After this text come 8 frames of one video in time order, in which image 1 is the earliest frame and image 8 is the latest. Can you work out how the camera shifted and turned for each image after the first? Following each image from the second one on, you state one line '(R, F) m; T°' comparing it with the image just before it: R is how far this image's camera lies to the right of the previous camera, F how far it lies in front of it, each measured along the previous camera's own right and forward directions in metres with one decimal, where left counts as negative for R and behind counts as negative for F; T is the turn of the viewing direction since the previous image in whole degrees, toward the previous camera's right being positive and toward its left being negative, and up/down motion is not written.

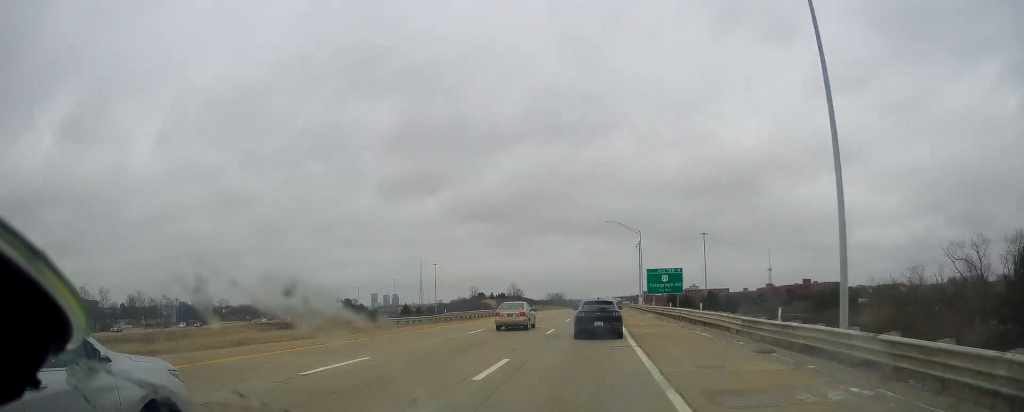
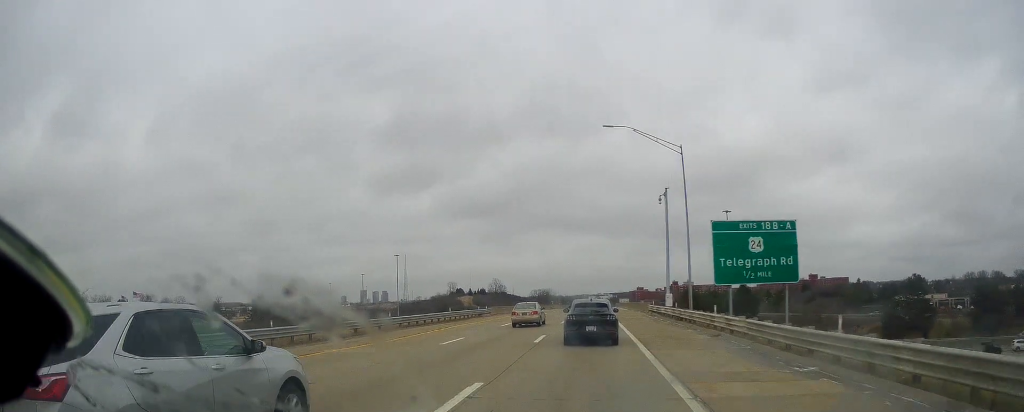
(0.0, +50.7) m; 0°
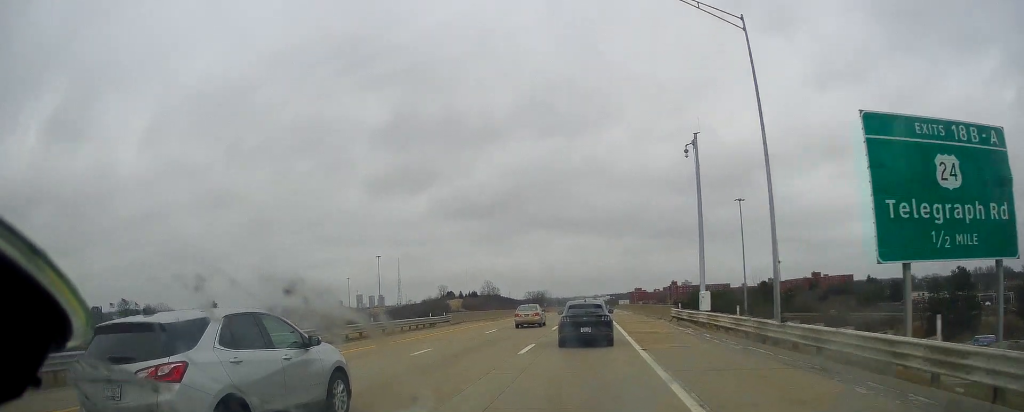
(+0.3, +19.9) m; 0°
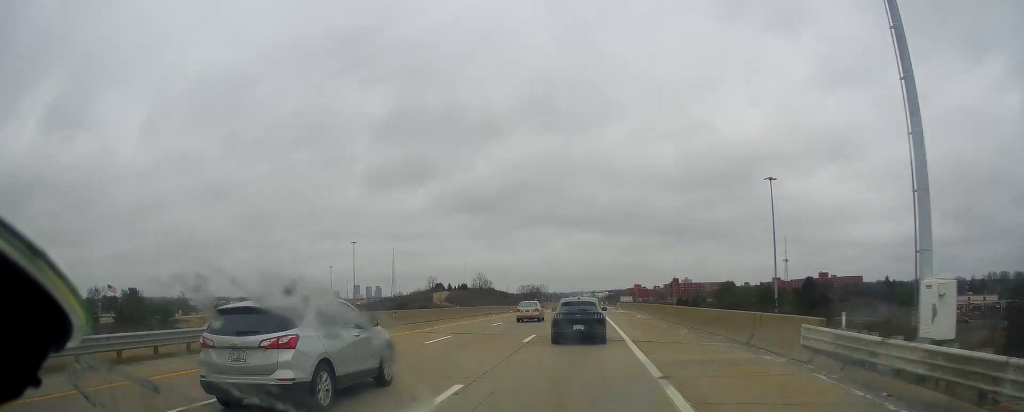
(-0.1, +26.2) m; -1°
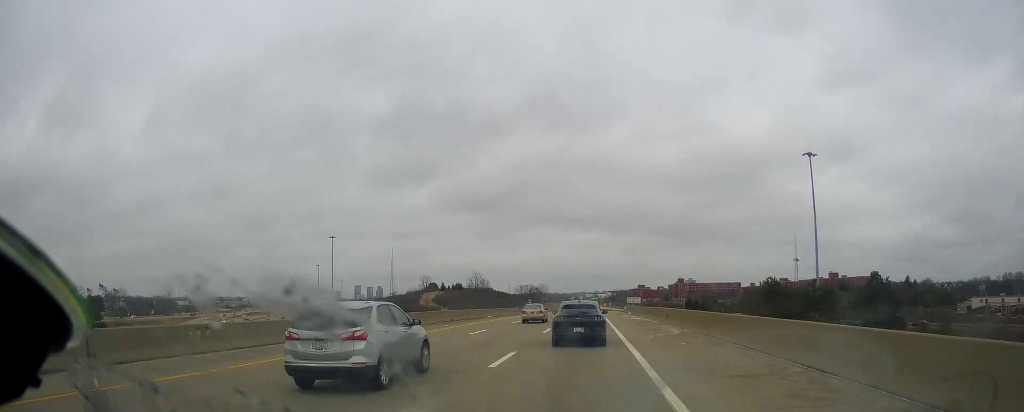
(-0.1, +22.0) m; 0°
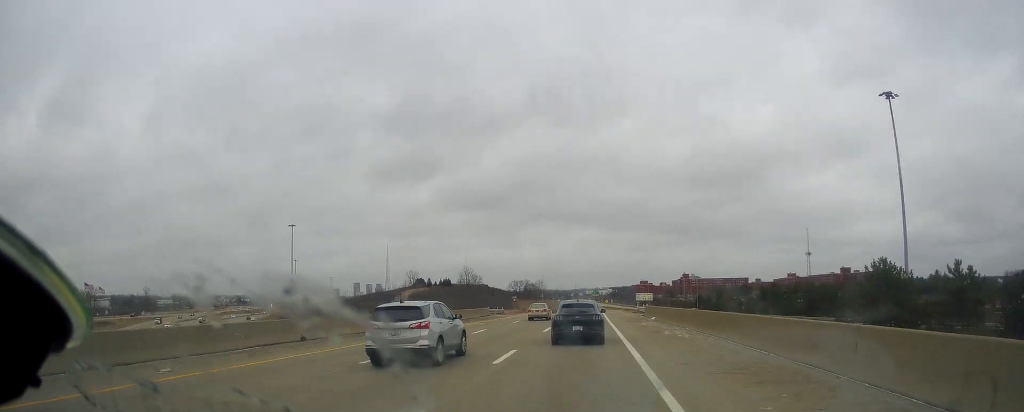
(-0.1, +30.4) m; +1°
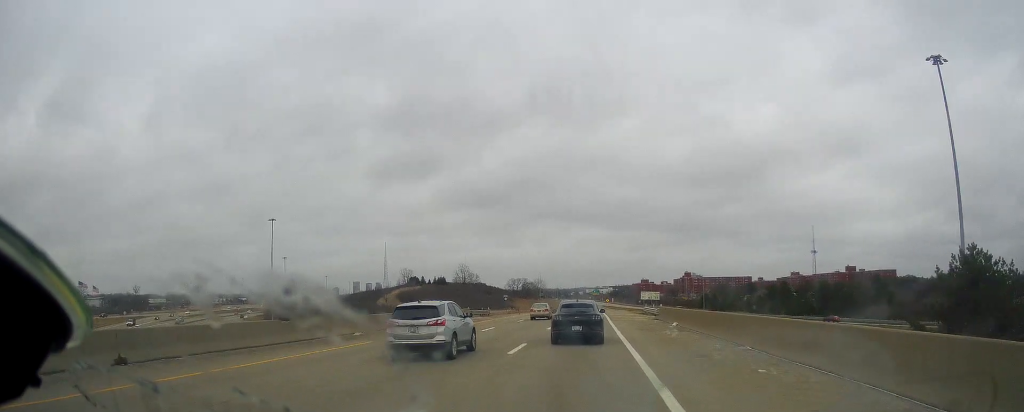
(+0.1, +12.4) m; 0°
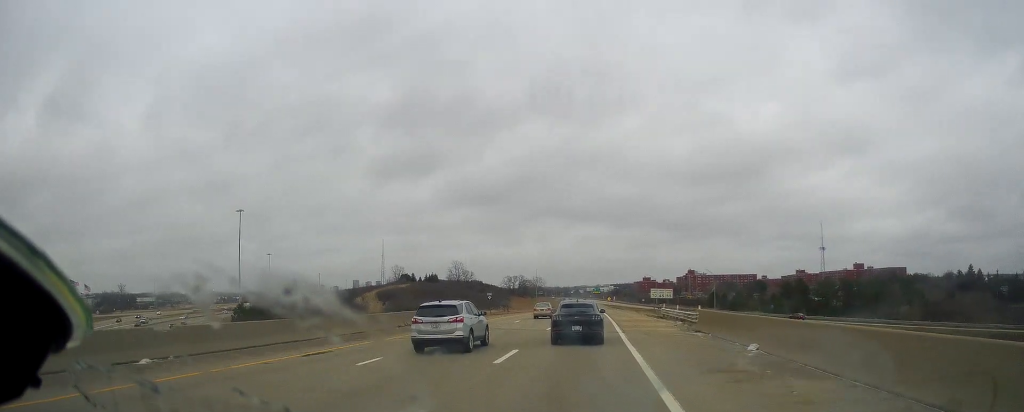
(+0.7, +17.3) m; 0°
